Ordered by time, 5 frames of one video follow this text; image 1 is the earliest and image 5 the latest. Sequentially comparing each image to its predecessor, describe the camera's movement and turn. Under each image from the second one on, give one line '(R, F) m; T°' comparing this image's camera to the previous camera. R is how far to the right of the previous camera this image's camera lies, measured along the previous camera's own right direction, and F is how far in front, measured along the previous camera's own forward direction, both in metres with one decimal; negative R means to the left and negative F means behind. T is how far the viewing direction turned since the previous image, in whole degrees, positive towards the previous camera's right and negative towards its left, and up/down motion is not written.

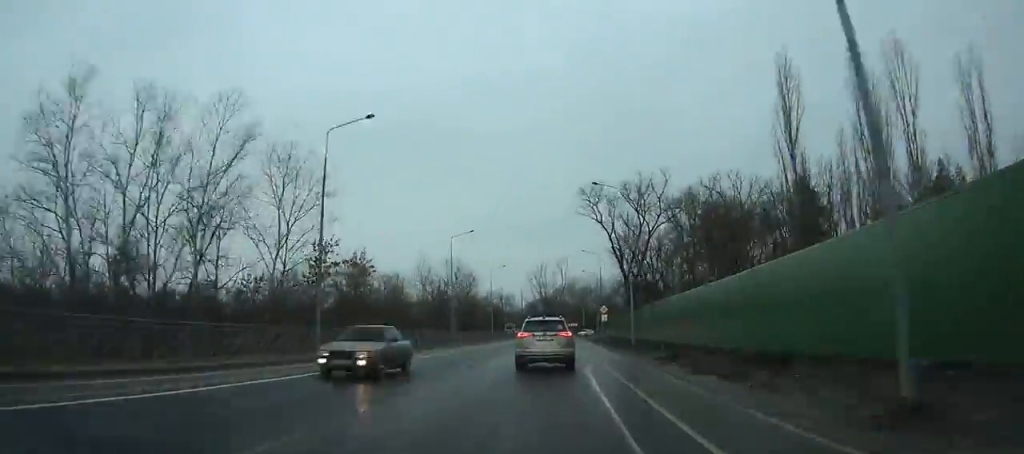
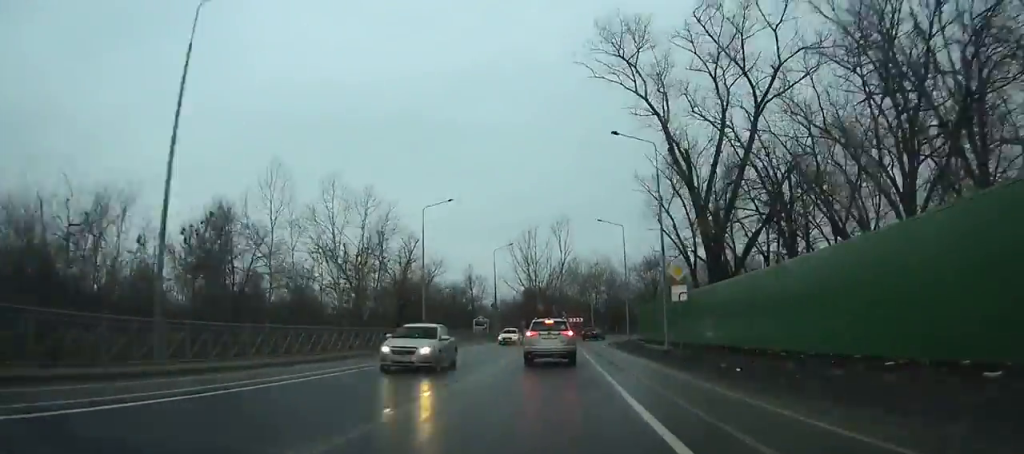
(+0.6, +38.9) m; +4°
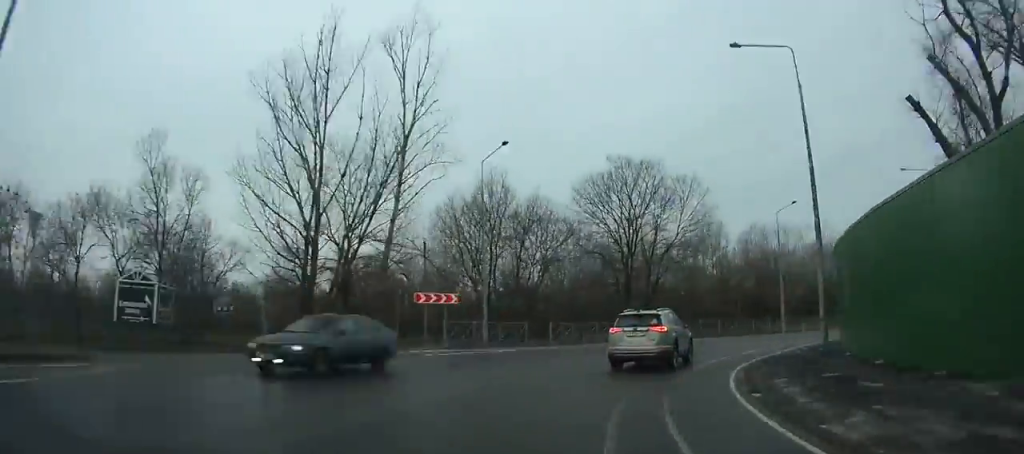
(+7.1, +52.0) m; +26°
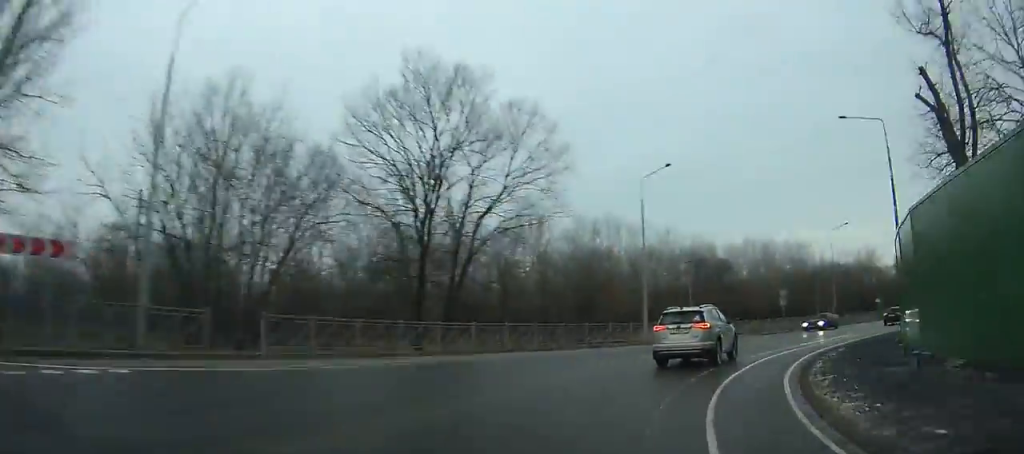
(+1.5, +15.8) m; +16°
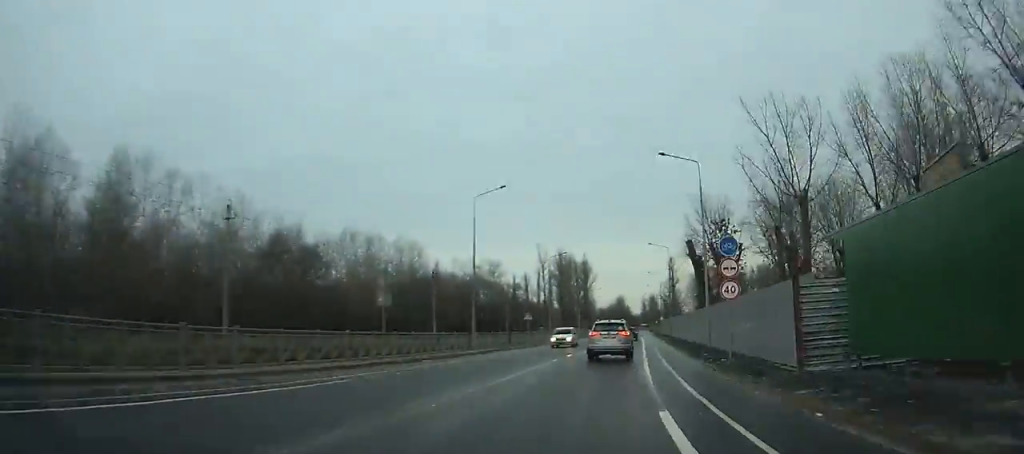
(+9.5, +30.3) m; +23°
